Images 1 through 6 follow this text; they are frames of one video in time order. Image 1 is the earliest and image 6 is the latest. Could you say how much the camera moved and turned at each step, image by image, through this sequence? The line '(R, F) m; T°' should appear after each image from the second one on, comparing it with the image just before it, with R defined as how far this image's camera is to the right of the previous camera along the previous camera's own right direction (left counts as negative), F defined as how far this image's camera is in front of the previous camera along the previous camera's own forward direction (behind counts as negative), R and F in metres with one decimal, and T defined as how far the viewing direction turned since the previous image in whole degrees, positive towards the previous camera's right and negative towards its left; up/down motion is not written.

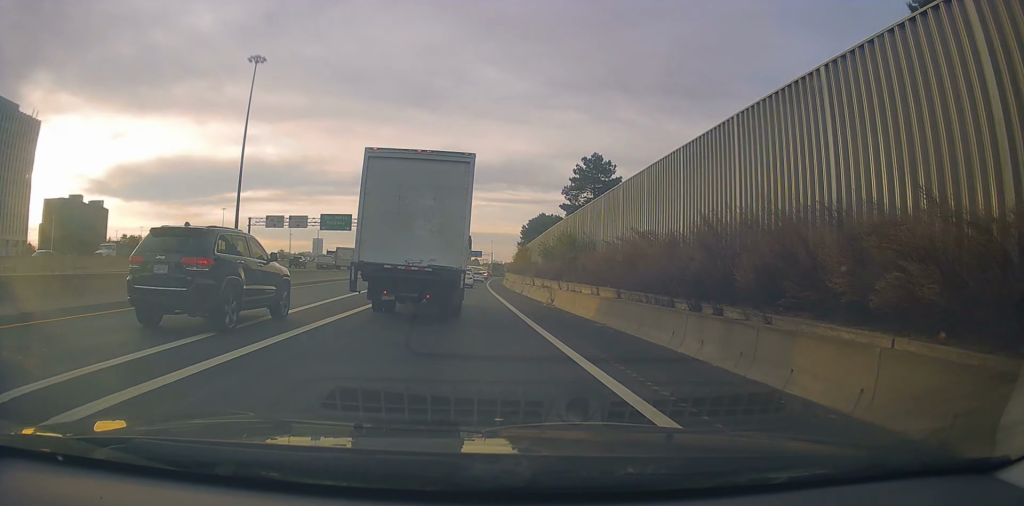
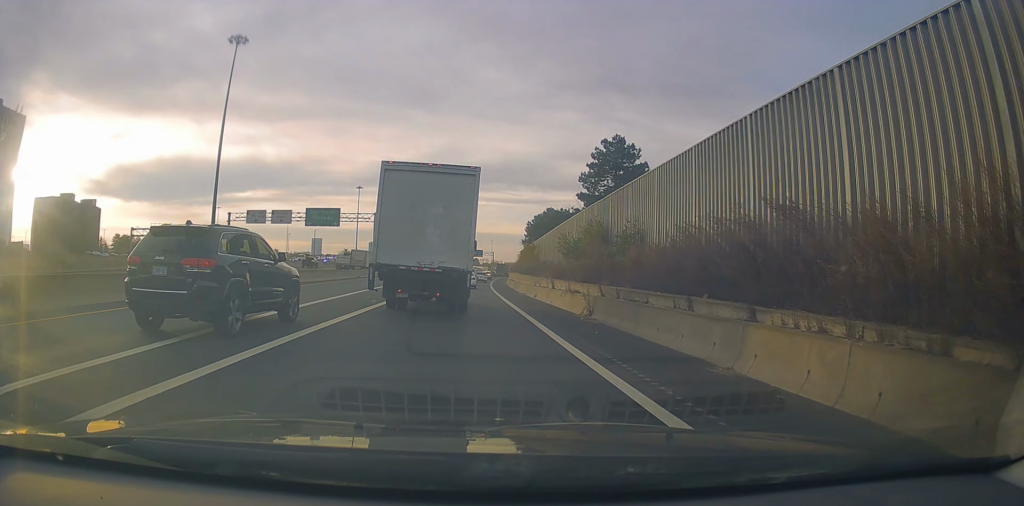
(-0.1, +9.1) m; +1°
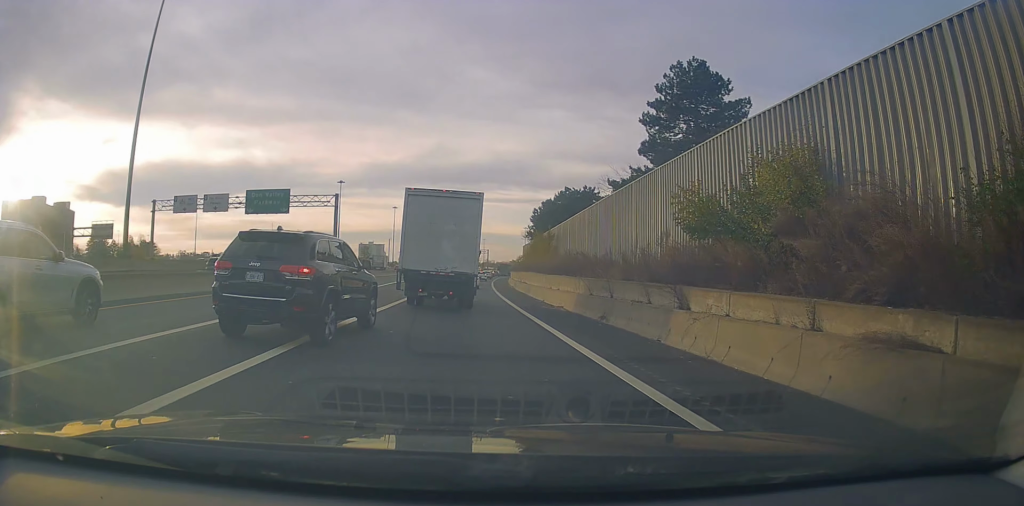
(+0.2, +20.1) m; 0°
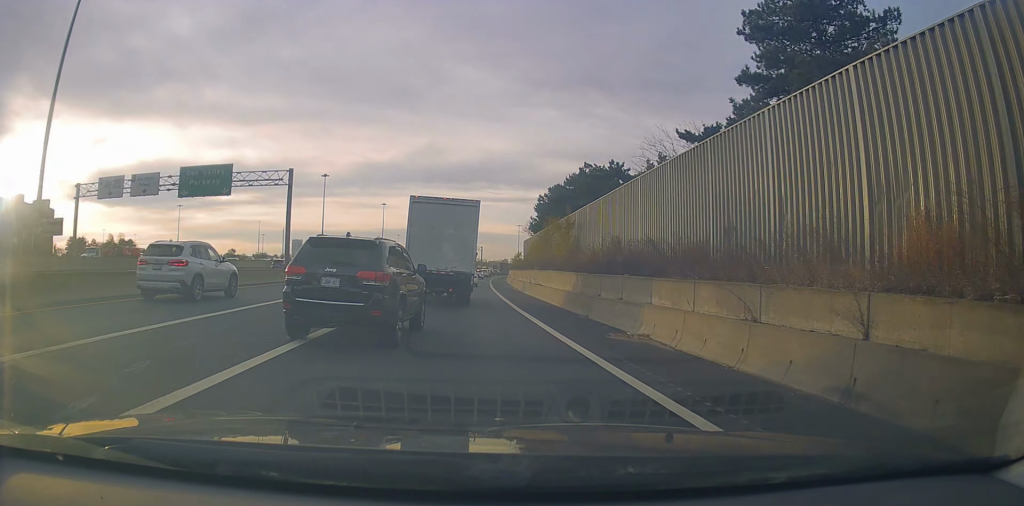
(0.0, +13.2) m; +1°
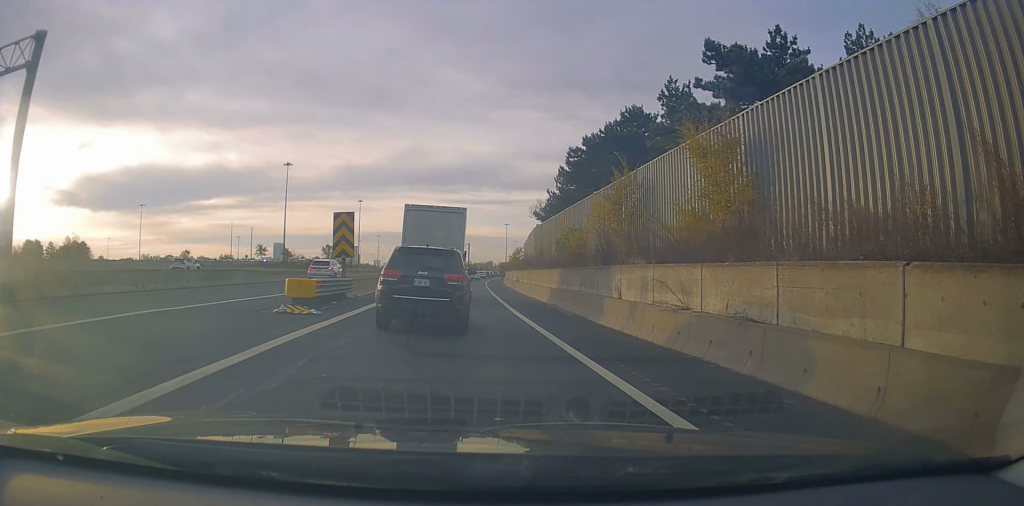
(-0.1, +27.8) m; 0°
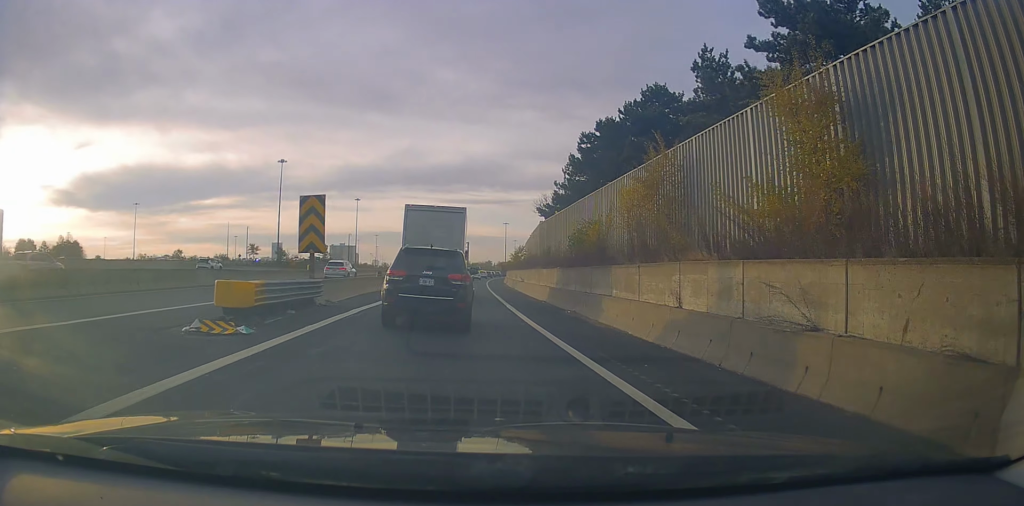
(-0.3, +4.8) m; +1°
